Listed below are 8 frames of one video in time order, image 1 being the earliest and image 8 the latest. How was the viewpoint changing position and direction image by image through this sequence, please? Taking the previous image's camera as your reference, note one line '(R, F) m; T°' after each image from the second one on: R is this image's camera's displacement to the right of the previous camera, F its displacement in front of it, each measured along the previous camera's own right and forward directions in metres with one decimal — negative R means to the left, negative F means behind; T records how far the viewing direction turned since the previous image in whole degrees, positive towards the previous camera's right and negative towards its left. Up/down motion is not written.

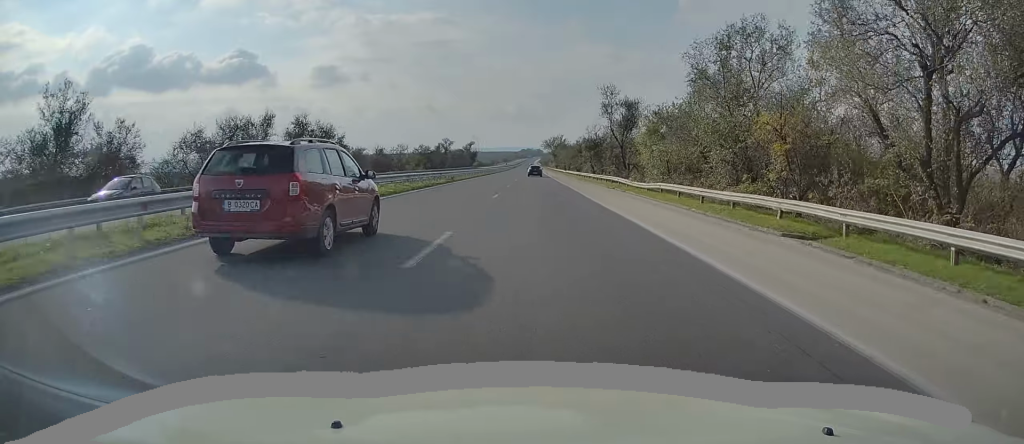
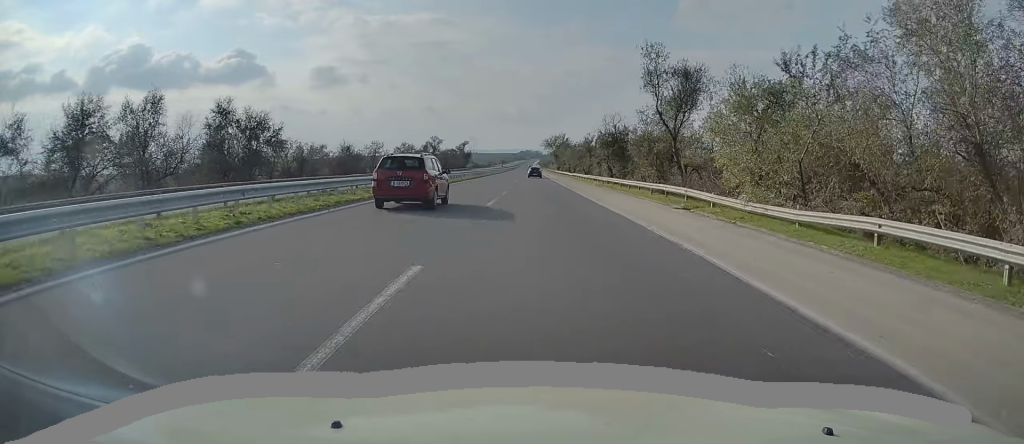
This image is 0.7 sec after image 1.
(-0.2, +20.2) m; 0°
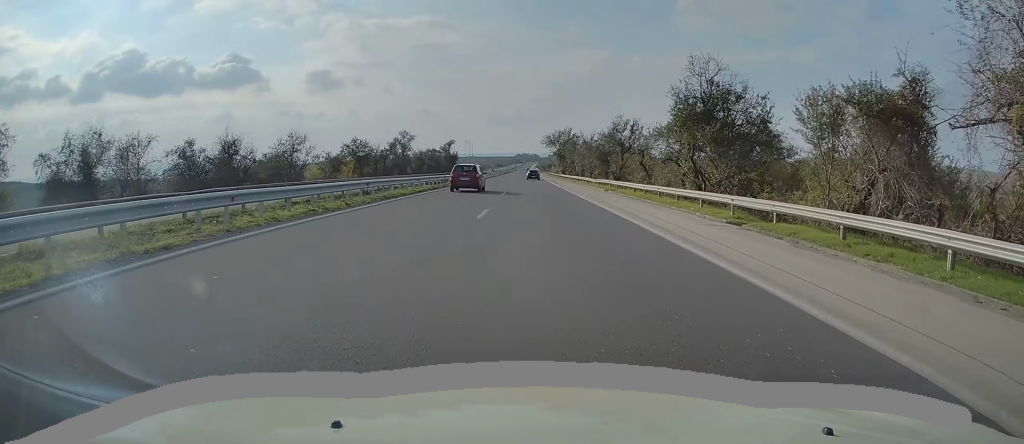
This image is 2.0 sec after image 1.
(+0.2, +36.4) m; 0°
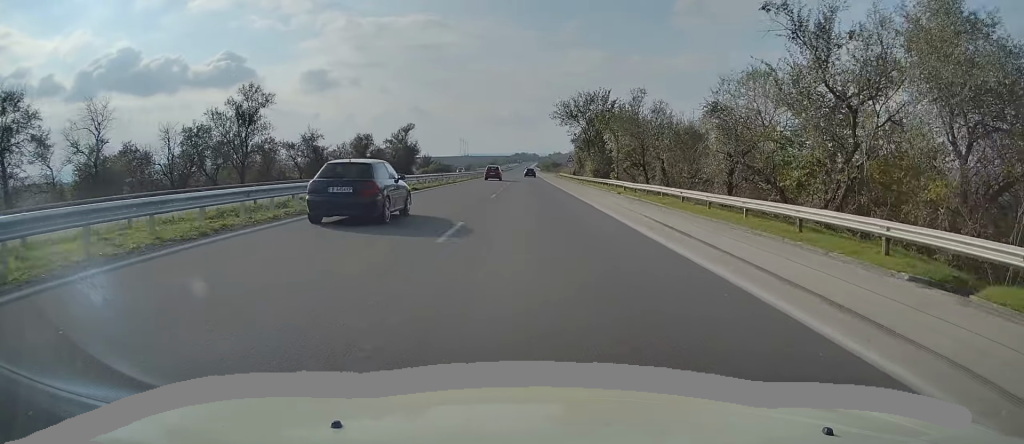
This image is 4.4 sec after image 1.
(-0.1, +70.1) m; 0°
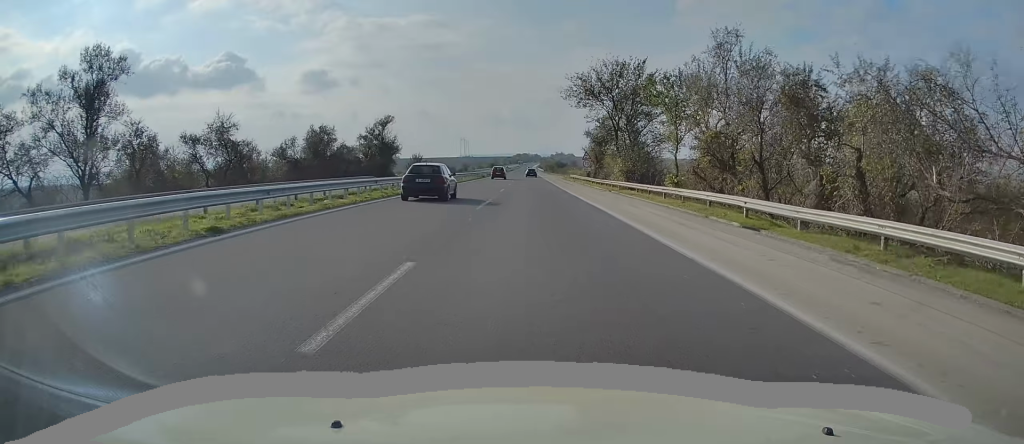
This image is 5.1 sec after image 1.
(+0.1, +22.5) m; 0°
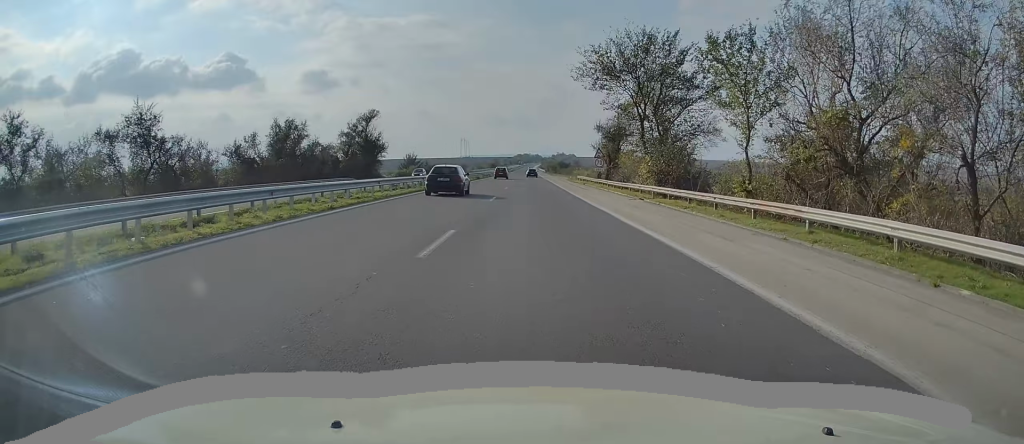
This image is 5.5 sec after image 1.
(+0.1, +11.7) m; 0°
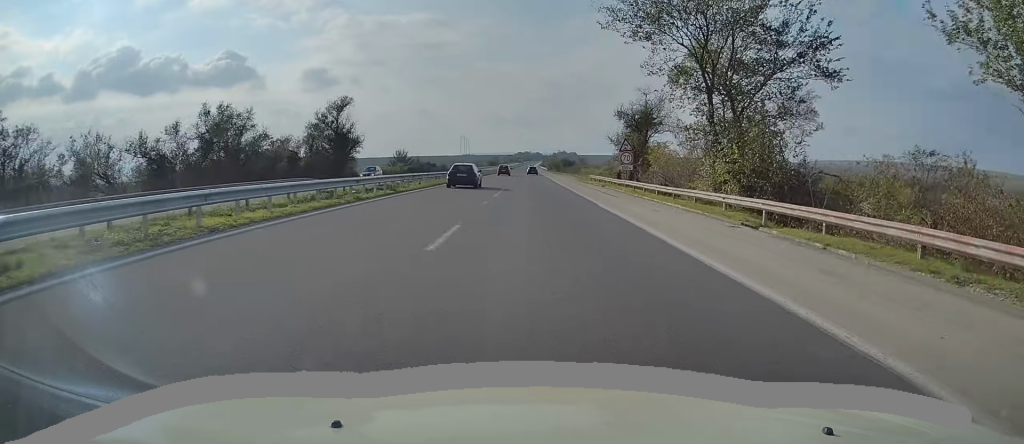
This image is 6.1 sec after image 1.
(0.0, +15.7) m; 0°
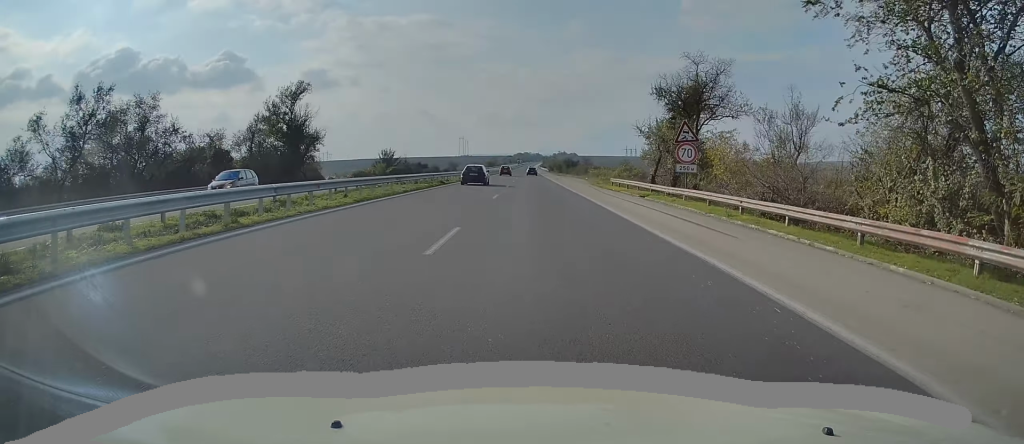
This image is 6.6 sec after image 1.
(+0.1, +16.6) m; 0°
